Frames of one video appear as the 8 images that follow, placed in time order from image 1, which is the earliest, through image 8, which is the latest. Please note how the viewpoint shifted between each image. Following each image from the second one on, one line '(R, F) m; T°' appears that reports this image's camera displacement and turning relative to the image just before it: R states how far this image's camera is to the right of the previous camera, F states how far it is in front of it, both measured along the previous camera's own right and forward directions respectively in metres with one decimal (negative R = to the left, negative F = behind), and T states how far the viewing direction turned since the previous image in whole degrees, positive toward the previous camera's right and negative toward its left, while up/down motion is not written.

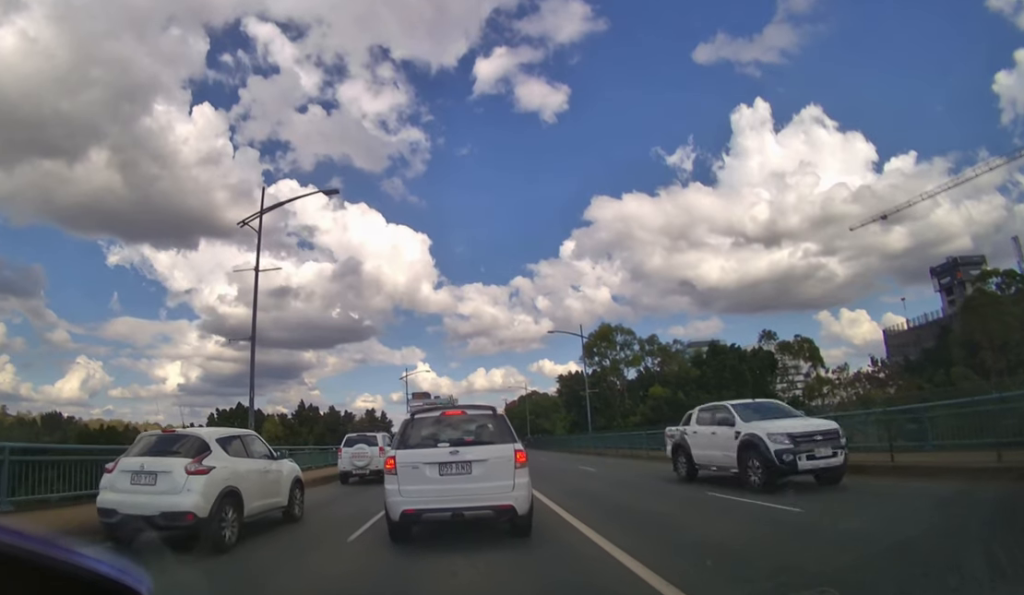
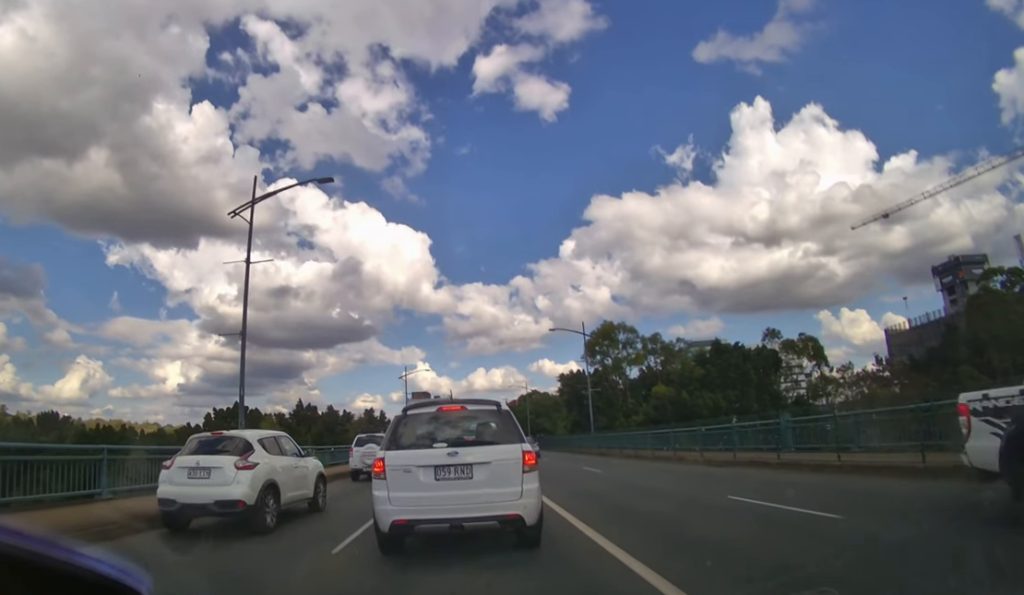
(0.0, +0.7) m; 0°
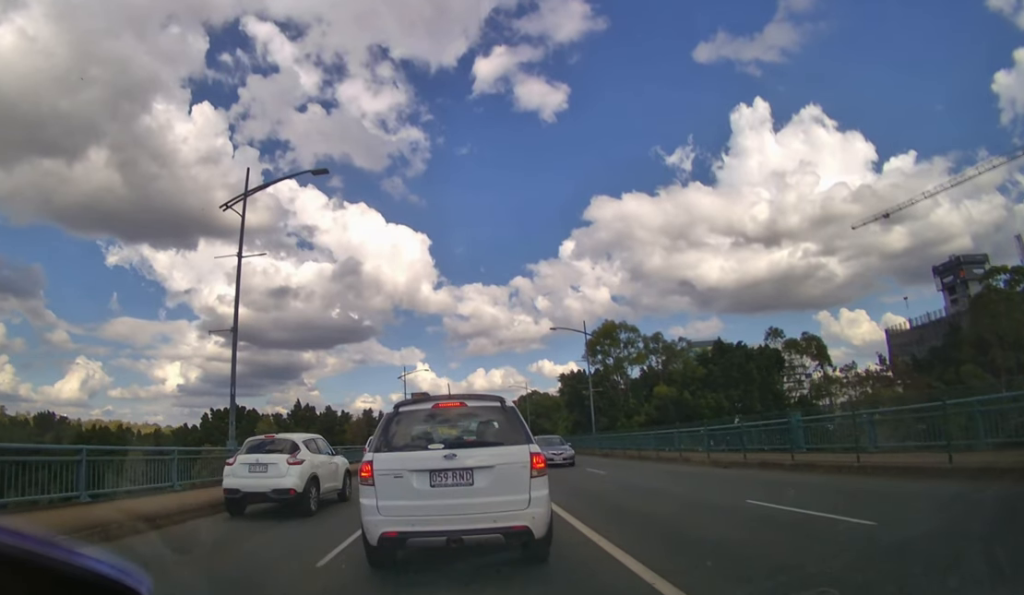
(+0.1, +0.6) m; 0°
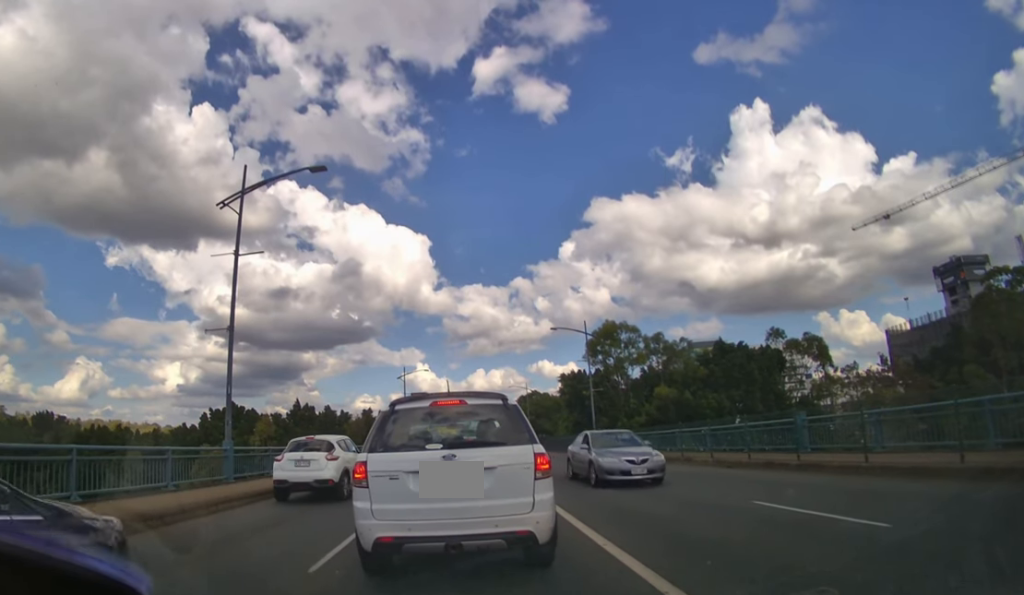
(0.0, +0.3) m; 0°
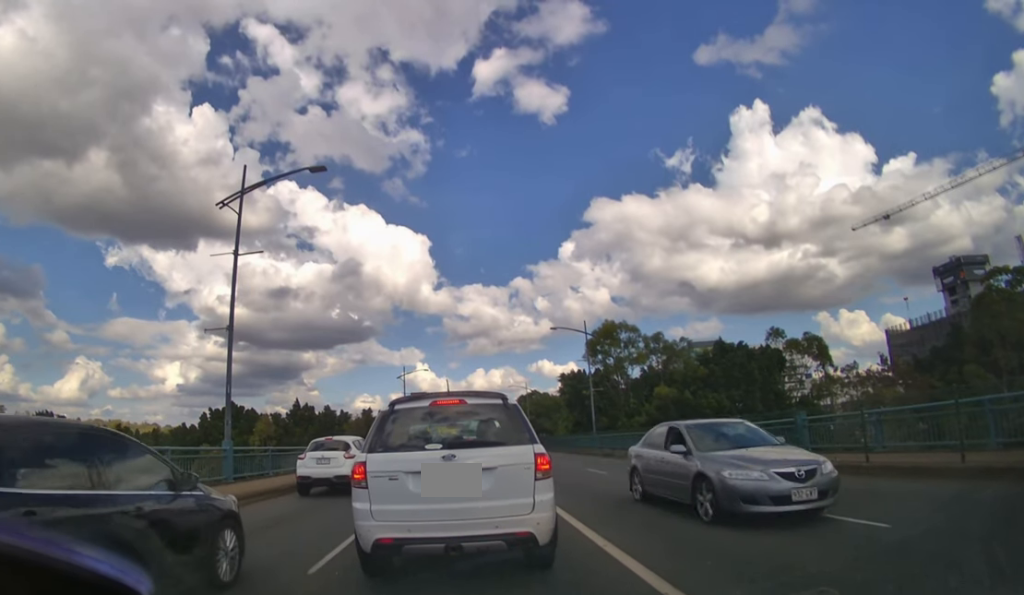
(0.0, +0.1) m; 0°
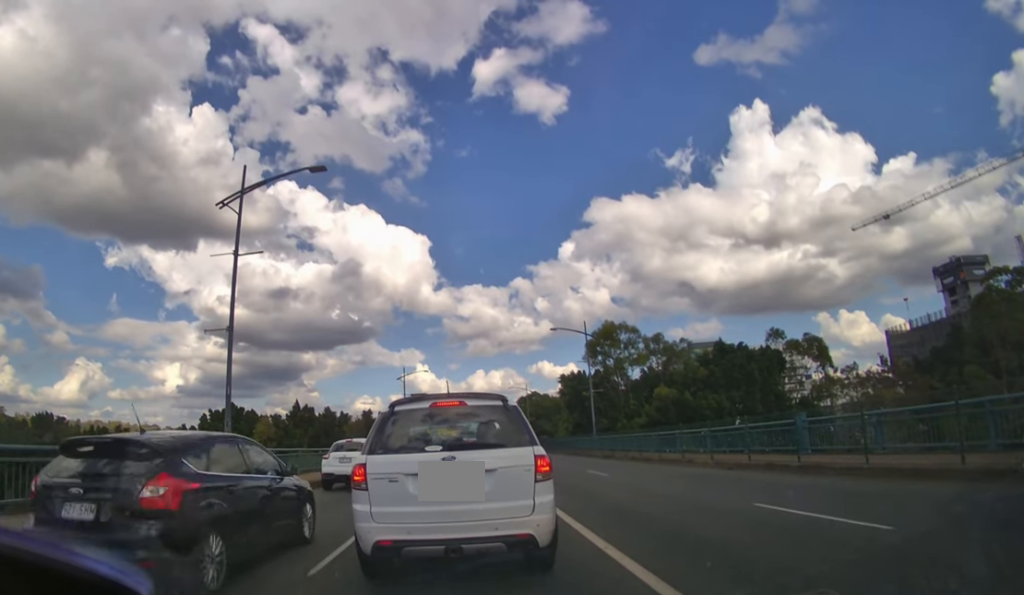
(0.0, 0.0) m; 0°
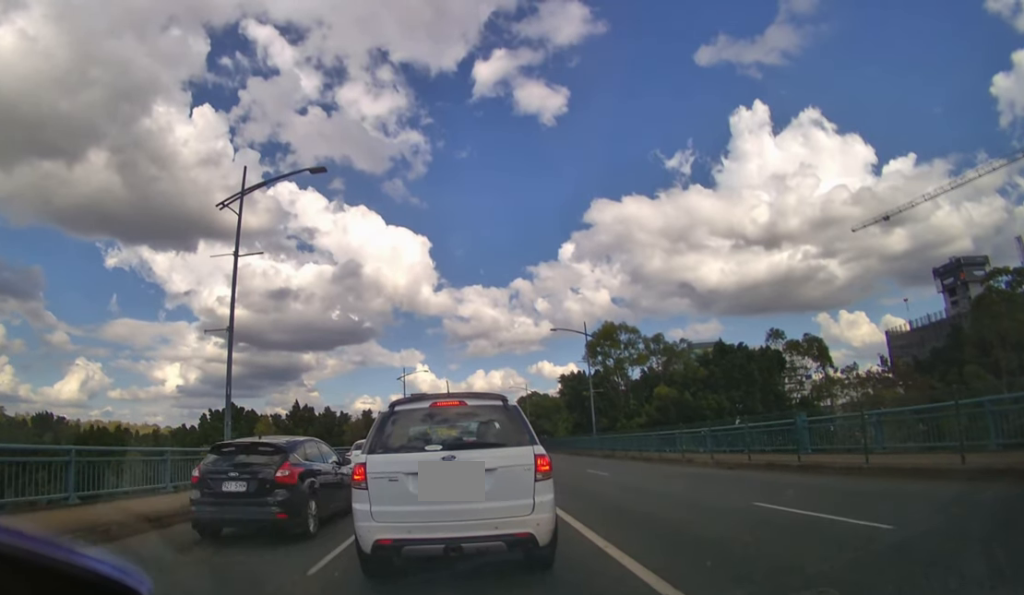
(0.0, -0.1) m; 0°
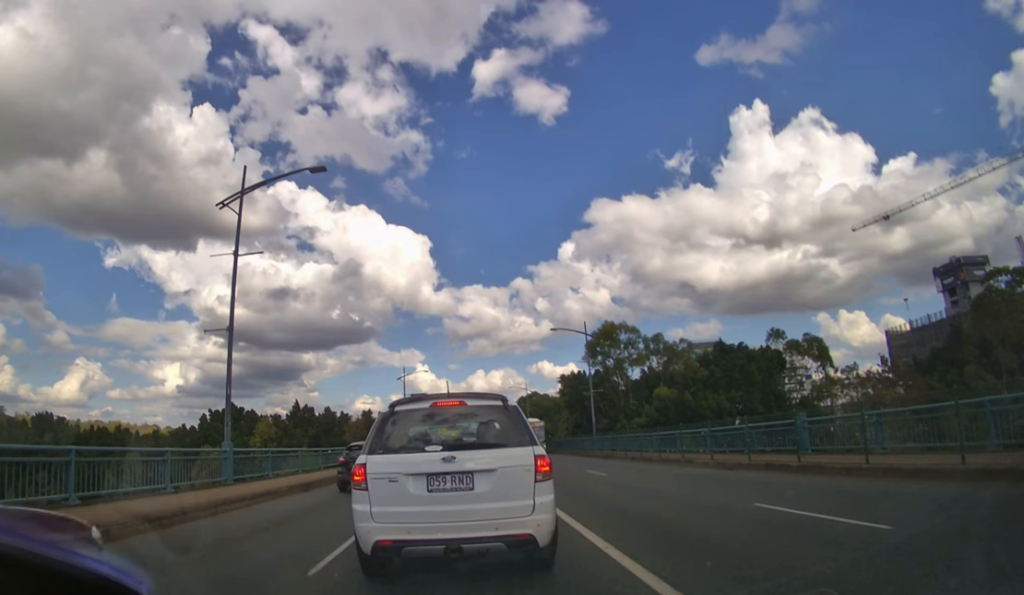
(0.0, 0.0) m; 0°
